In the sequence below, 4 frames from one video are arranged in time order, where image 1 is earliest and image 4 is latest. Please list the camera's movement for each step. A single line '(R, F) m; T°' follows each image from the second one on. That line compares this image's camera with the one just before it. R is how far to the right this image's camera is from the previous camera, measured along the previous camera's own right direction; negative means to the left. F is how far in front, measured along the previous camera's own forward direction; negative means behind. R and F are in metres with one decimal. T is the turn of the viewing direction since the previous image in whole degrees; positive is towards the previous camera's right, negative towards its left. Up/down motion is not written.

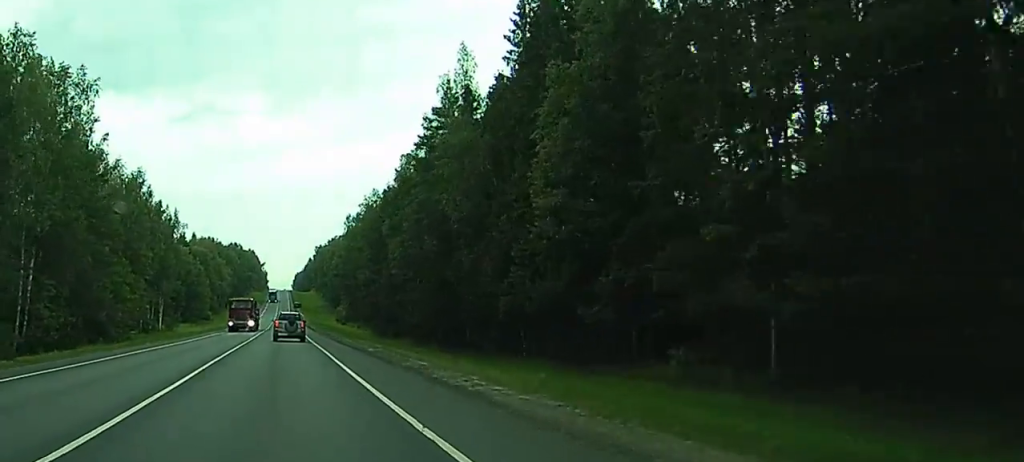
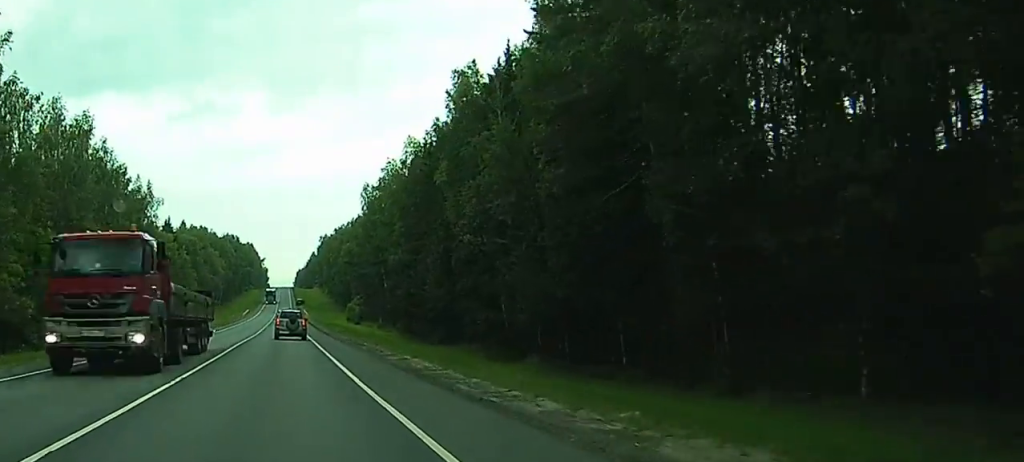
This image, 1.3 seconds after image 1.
(0.0, +31.6) m; 0°
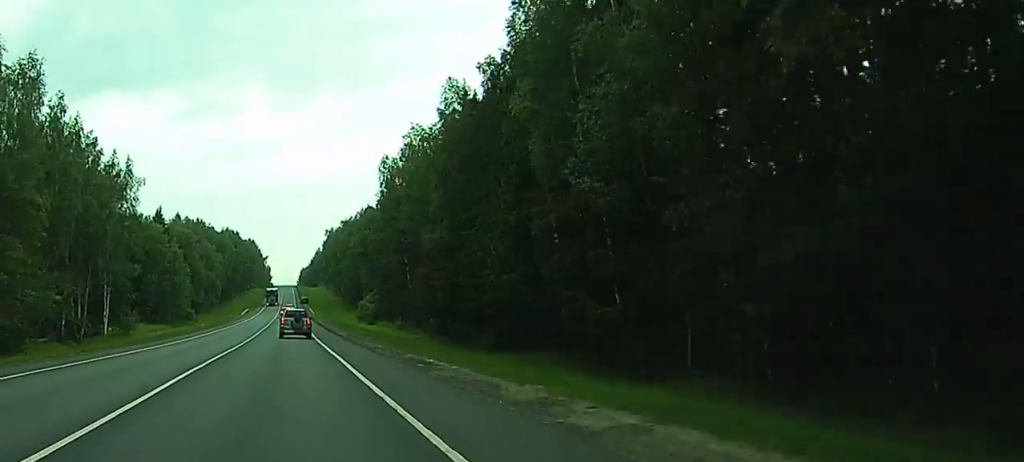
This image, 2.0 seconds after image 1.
(0.0, +19.4) m; 0°
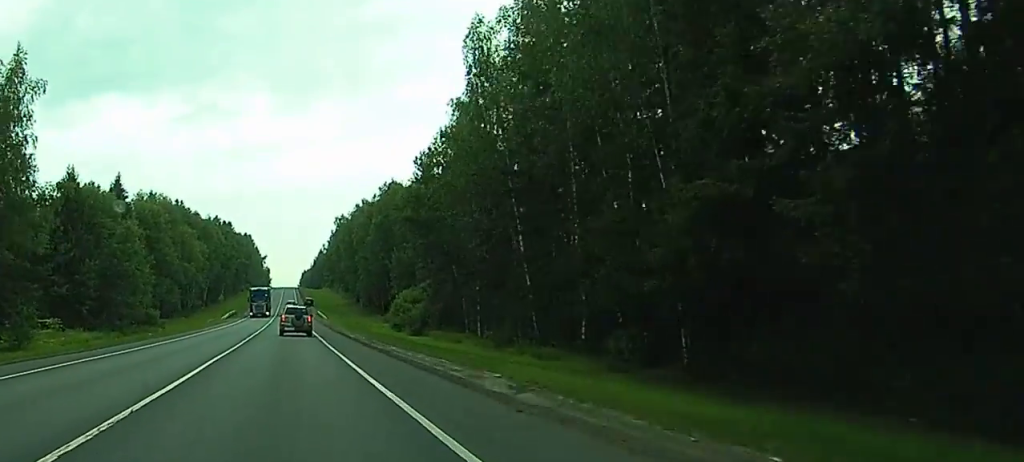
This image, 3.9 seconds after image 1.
(0.0, +47.1) m; +2°
